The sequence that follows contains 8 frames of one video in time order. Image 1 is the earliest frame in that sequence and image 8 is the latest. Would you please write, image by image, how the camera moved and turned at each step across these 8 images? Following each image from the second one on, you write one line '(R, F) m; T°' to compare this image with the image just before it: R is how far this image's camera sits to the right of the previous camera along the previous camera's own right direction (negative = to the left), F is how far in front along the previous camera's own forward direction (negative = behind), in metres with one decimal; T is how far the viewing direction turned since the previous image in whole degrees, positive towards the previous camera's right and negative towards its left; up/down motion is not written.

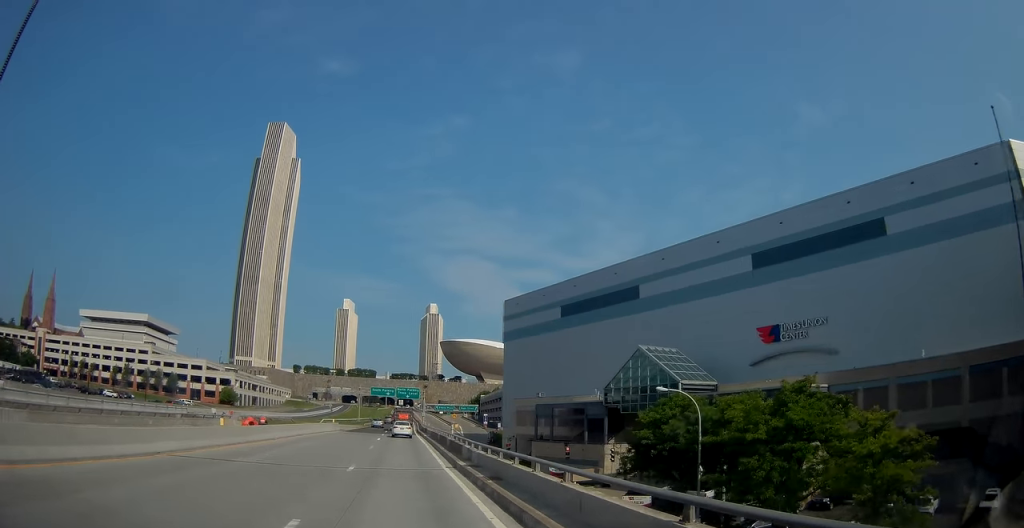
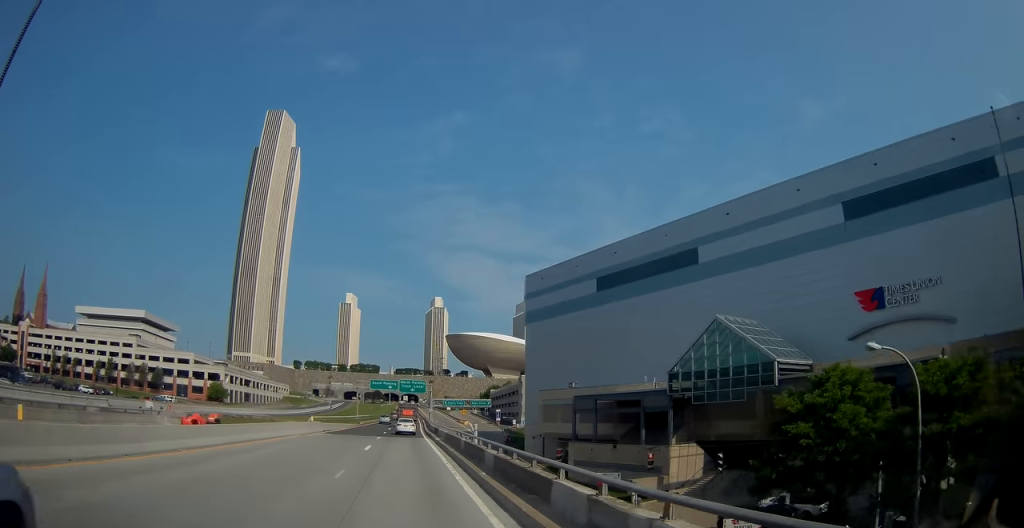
(-0.1, +15.8) m; -2°
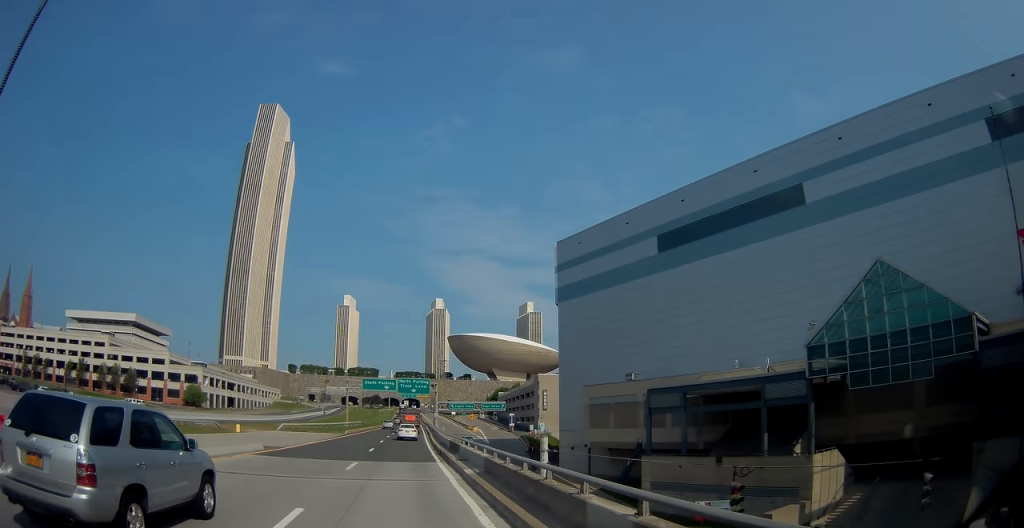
(-0.3, +19.6) m; 0°
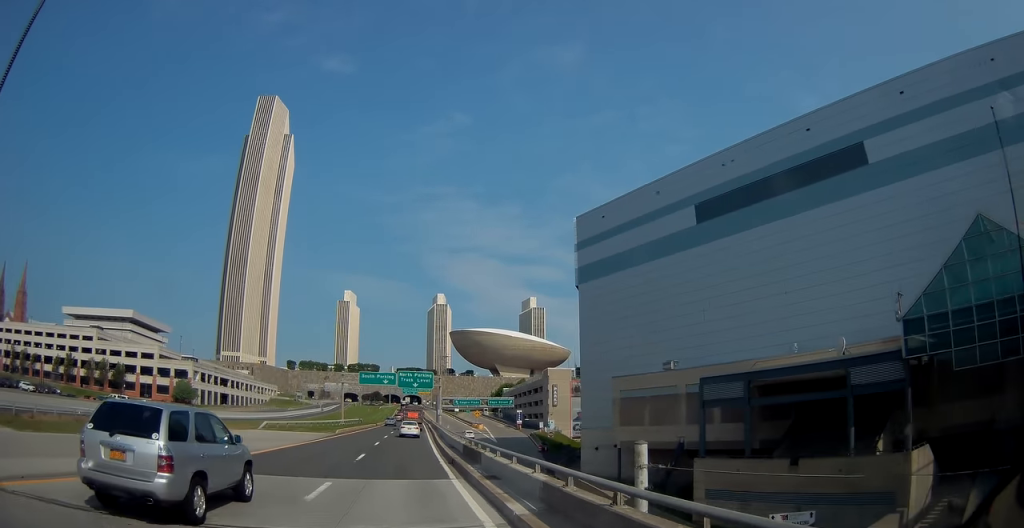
(+0.2, +8.0) m; +1°
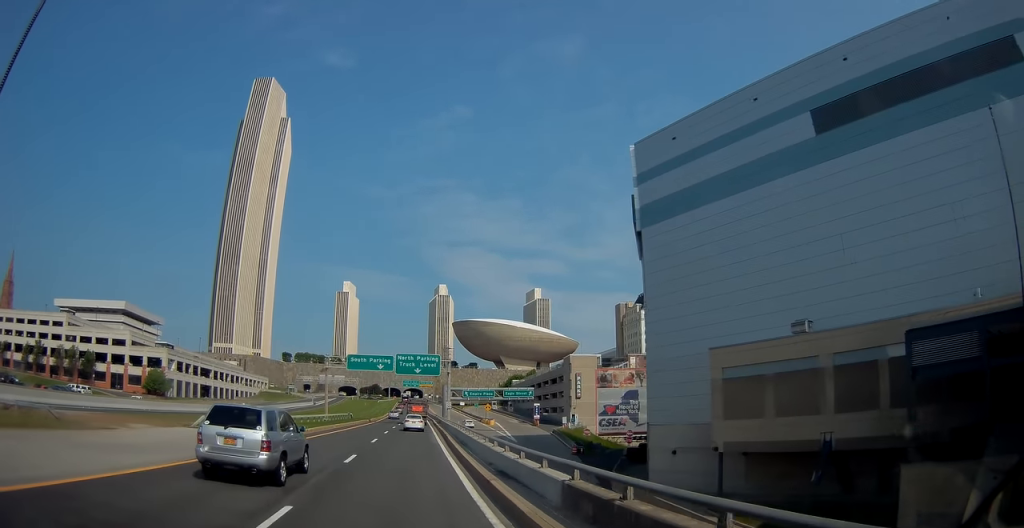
(0.0, +17.3) m; -1°
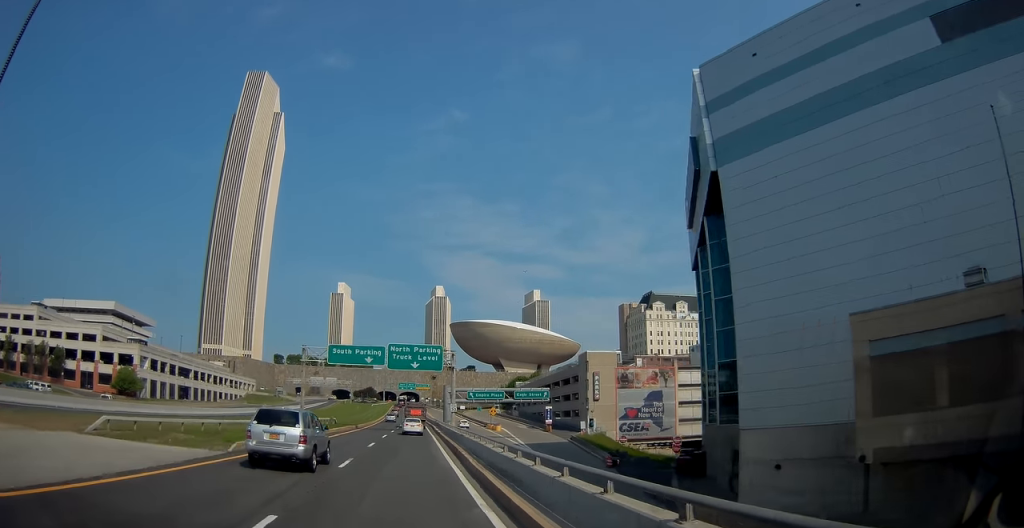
(-0.1, +13.1) m; 0°
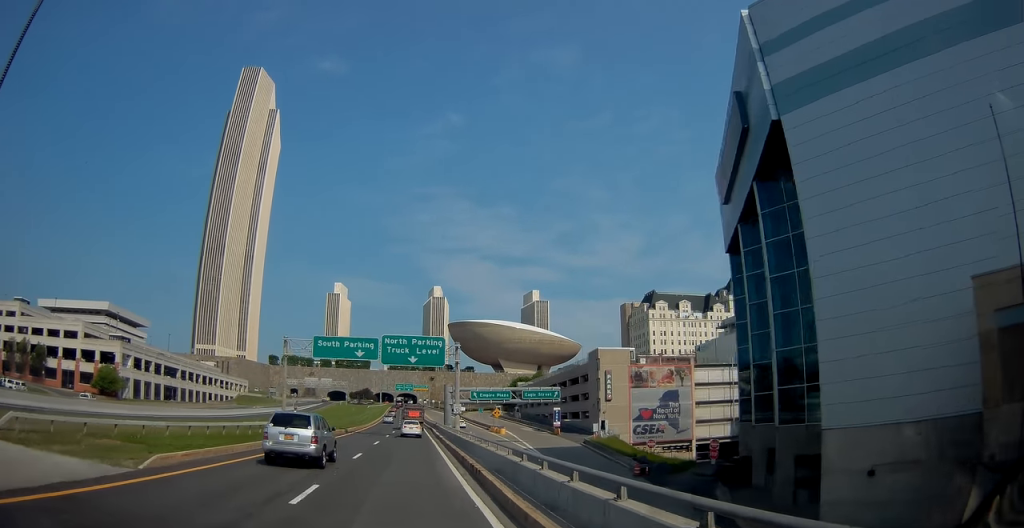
(-0.1, +7.3) m; 0°
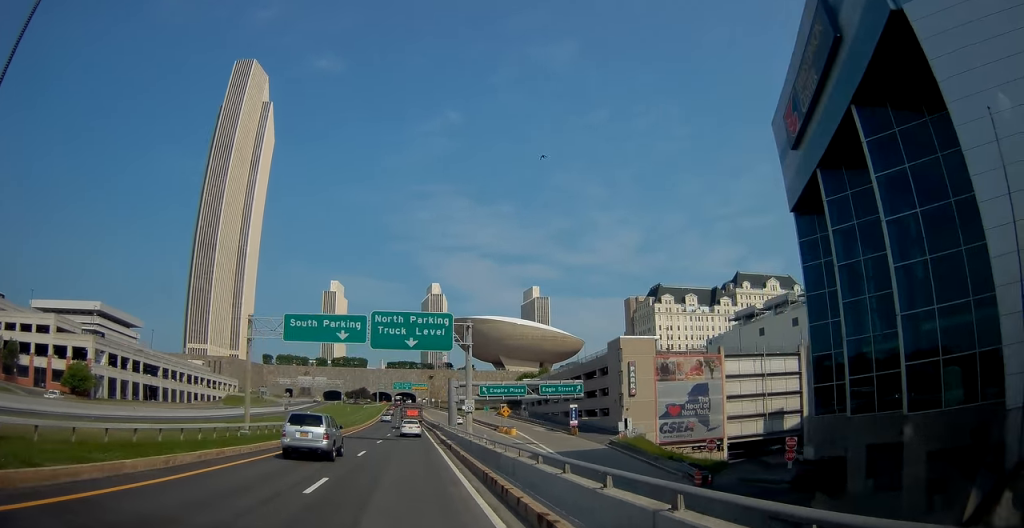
(+0.2, +10.6) m; 0°
